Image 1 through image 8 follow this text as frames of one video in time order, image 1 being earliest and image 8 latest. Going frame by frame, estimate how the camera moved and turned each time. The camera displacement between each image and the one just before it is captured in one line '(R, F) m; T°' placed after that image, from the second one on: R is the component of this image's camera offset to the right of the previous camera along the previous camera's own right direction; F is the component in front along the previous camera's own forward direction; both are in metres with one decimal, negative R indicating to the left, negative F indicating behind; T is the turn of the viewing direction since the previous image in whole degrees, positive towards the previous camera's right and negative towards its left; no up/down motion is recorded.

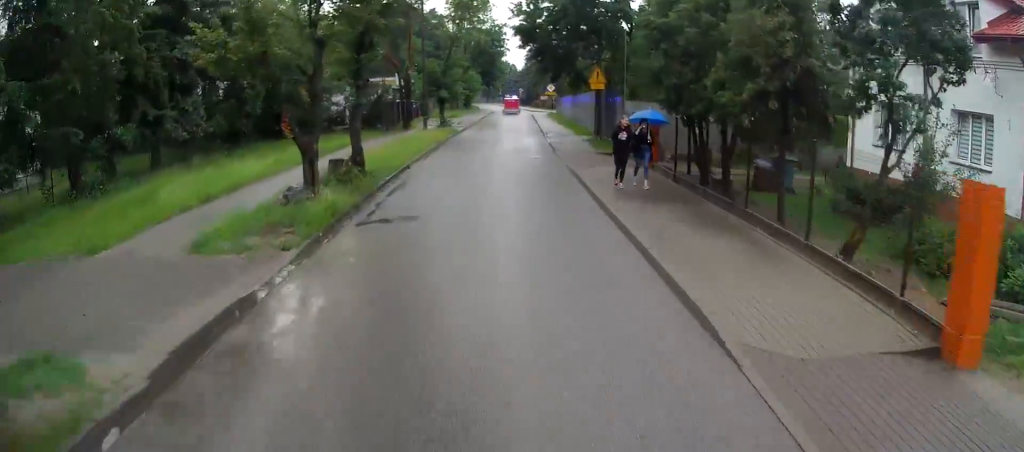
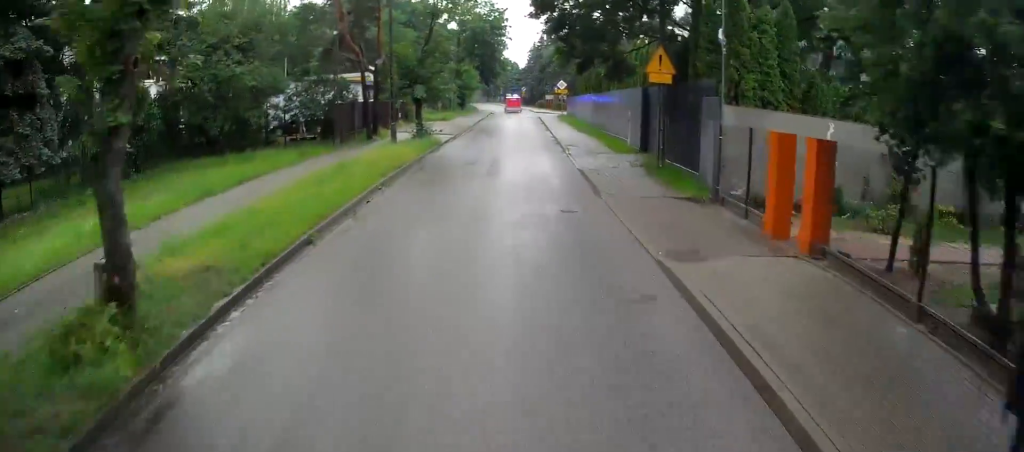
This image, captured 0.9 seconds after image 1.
(-0.2, +10.4) m; -2°
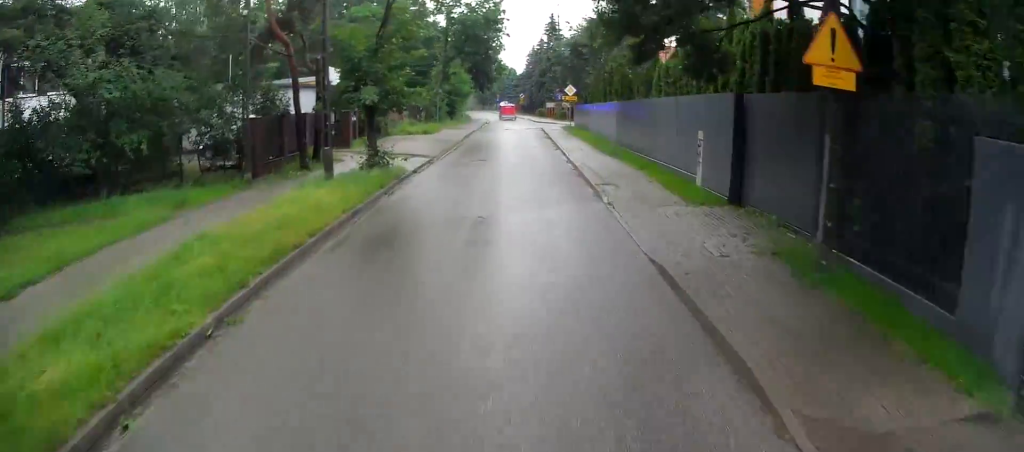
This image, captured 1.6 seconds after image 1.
(-0.2, +8.8) m; 0°
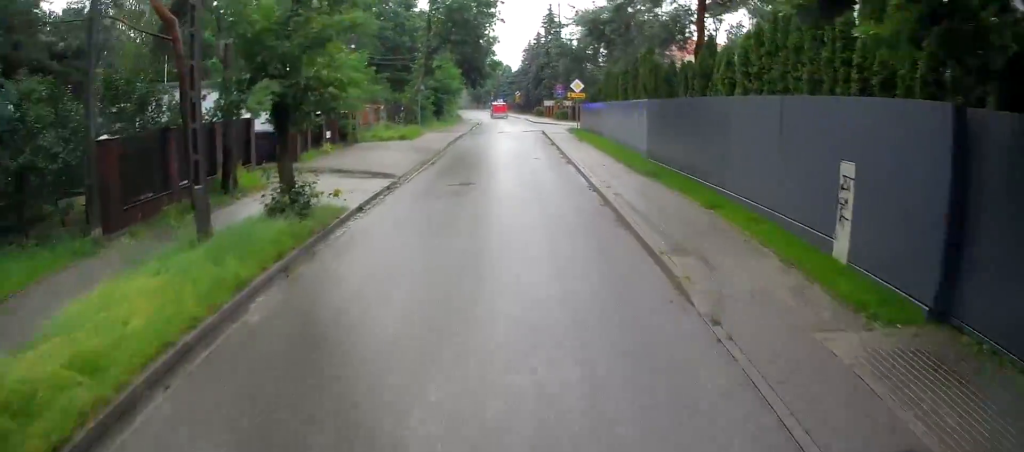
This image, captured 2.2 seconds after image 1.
(-0.1, +6.7) m; +1°
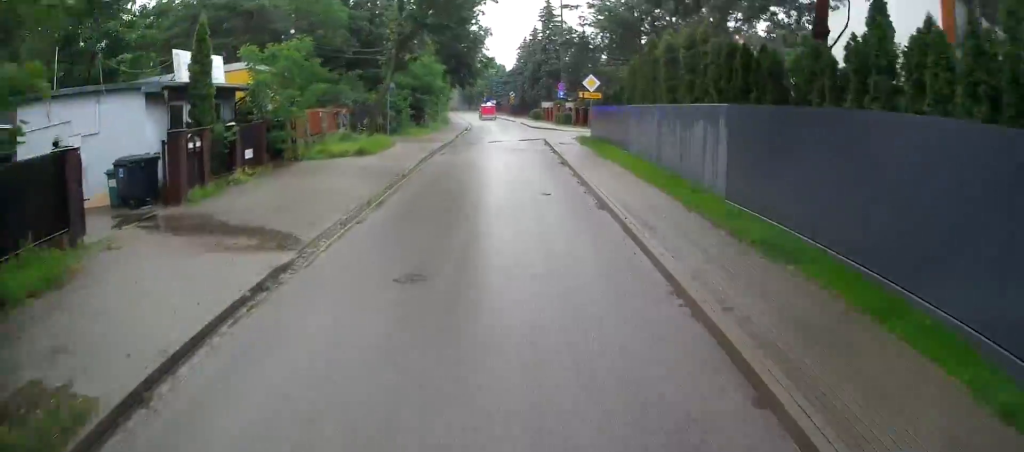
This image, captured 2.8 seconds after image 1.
(+0.2, +8.1) m; +2°
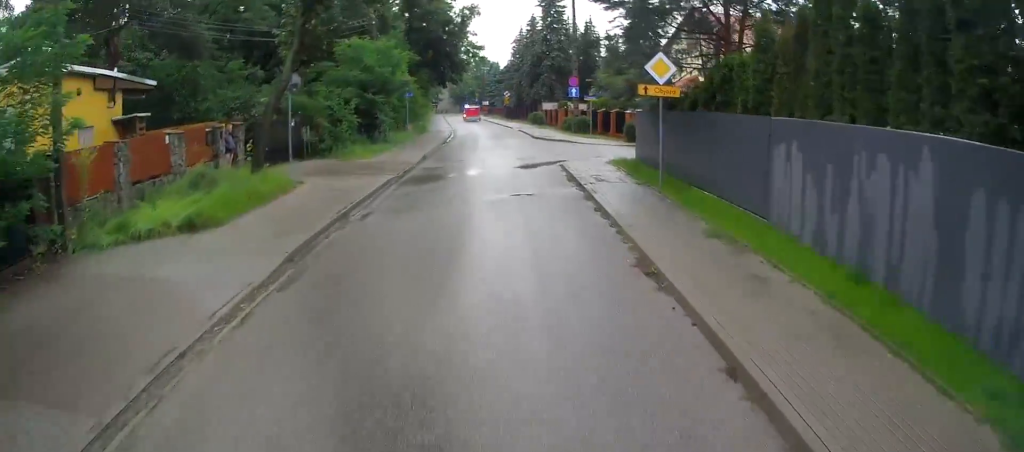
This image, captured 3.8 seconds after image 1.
(+0.4, +12.9) m; +2°
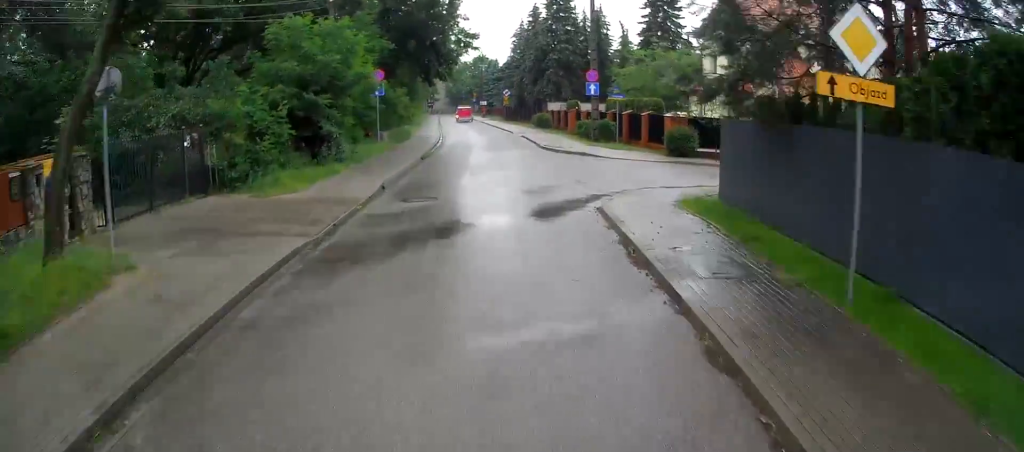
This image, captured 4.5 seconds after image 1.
(0.0, +8.3) m; 0°
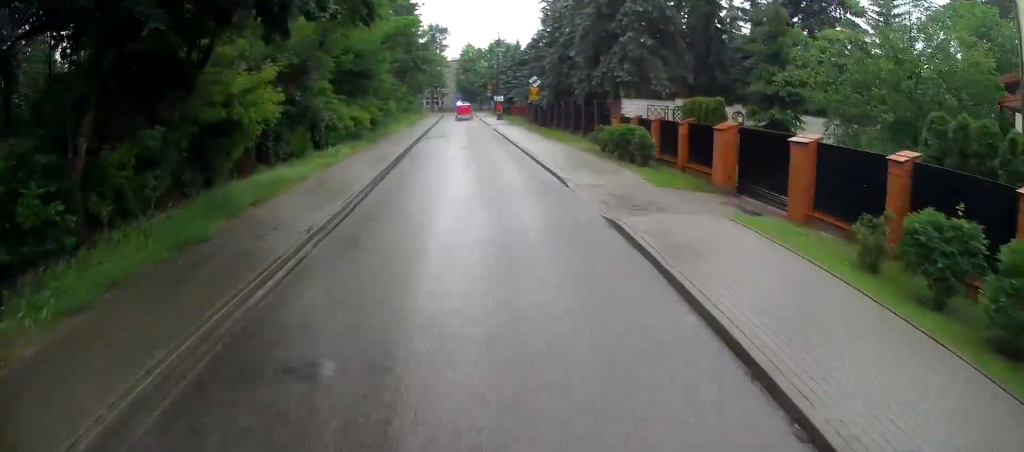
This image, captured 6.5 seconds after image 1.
(-0.3, +28.0) m; -3°
